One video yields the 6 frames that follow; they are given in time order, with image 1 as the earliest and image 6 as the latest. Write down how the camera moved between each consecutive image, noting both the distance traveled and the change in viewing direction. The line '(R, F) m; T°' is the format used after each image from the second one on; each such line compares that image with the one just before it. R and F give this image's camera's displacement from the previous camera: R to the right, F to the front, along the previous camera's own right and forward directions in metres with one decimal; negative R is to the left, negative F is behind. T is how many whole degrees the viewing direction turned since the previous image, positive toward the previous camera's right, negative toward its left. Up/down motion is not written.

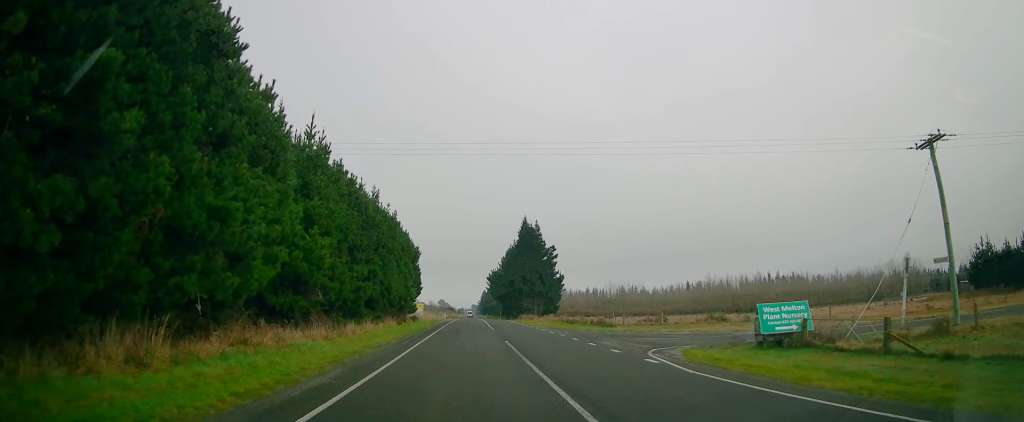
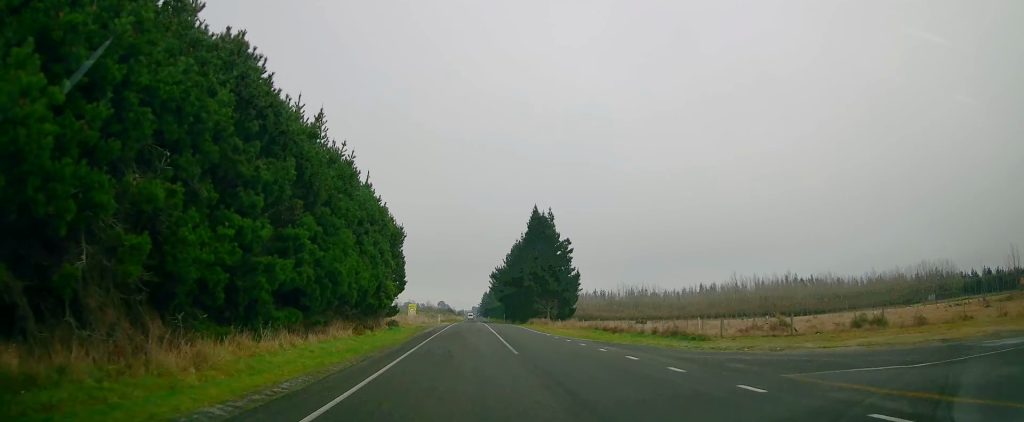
(0.0, +17.7) m; 0°
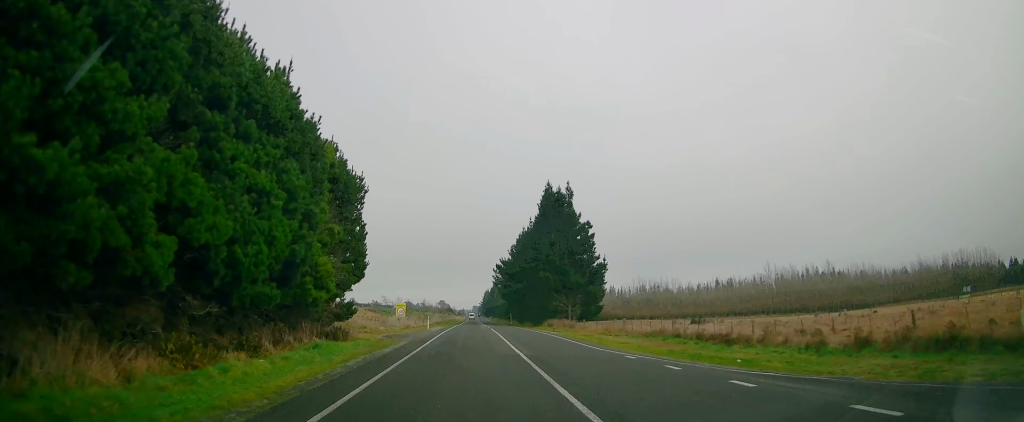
(0.0, +19.4) m; 0°
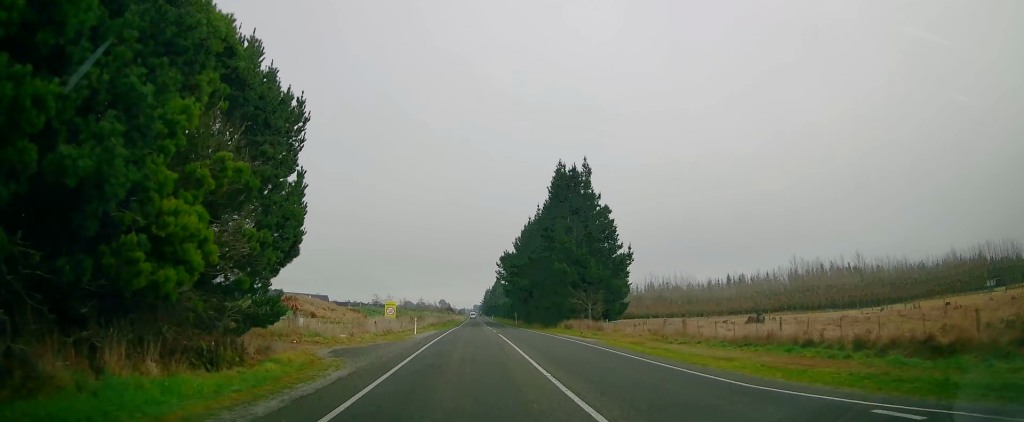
(0.0, +12.4) m; 0°
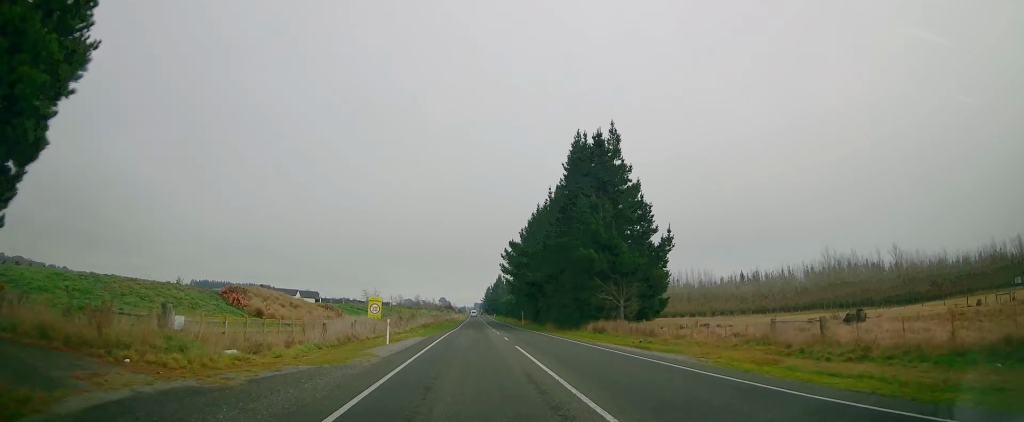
(0.0, +13.2) m; 0°
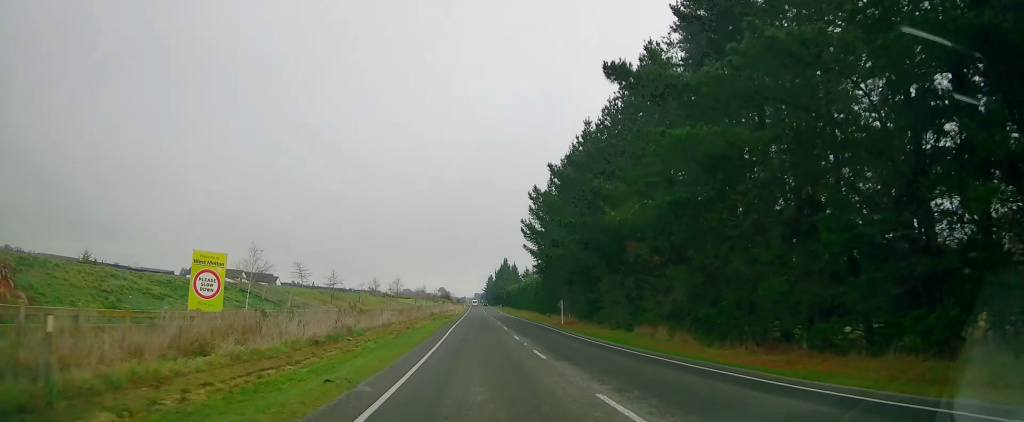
(0.0, +42.4) m; 0°
